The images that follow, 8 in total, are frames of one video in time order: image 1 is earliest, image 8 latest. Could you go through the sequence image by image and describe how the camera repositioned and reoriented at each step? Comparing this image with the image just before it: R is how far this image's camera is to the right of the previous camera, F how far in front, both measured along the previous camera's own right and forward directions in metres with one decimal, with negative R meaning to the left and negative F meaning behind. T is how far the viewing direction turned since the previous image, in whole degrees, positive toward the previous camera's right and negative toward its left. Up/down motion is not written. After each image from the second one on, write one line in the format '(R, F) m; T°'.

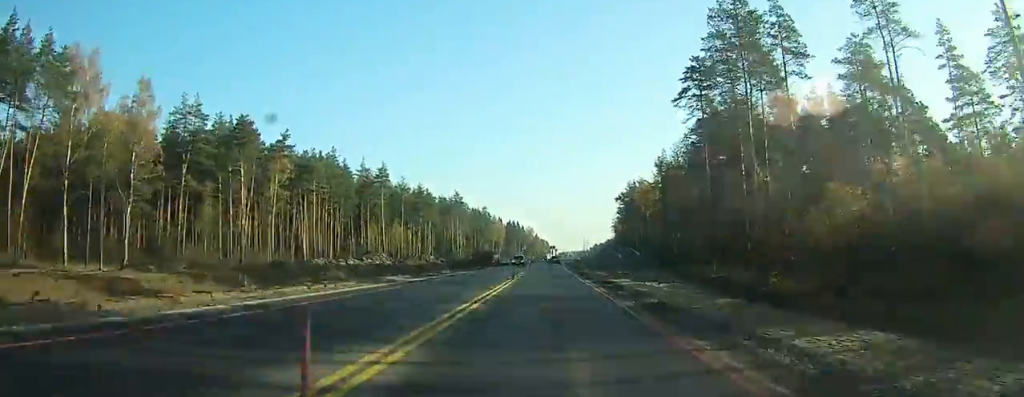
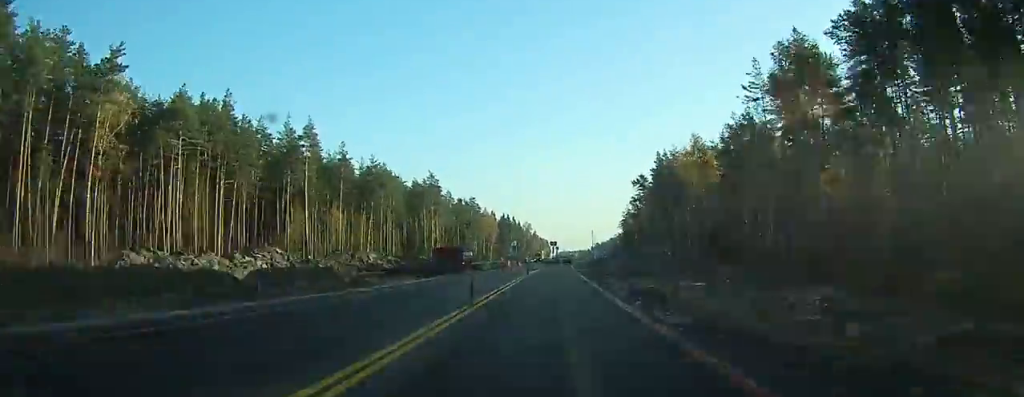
(-0.8, +47.5) m; -1°
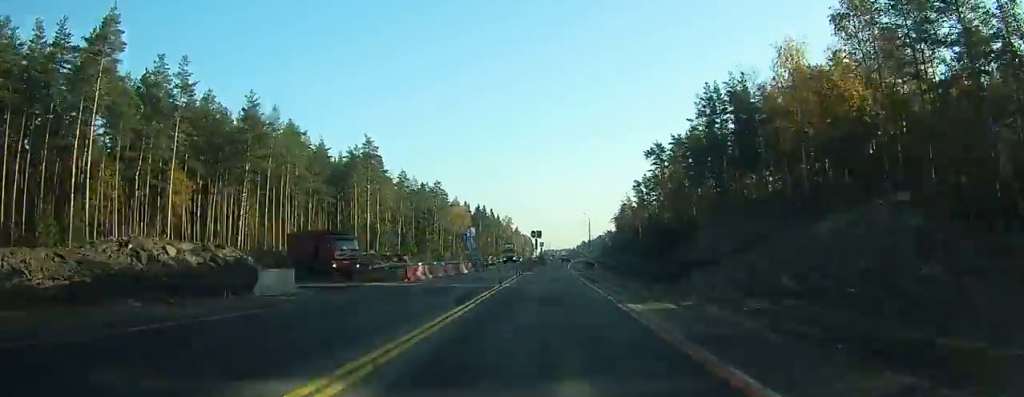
(-0.1, +49.0) m; +1°
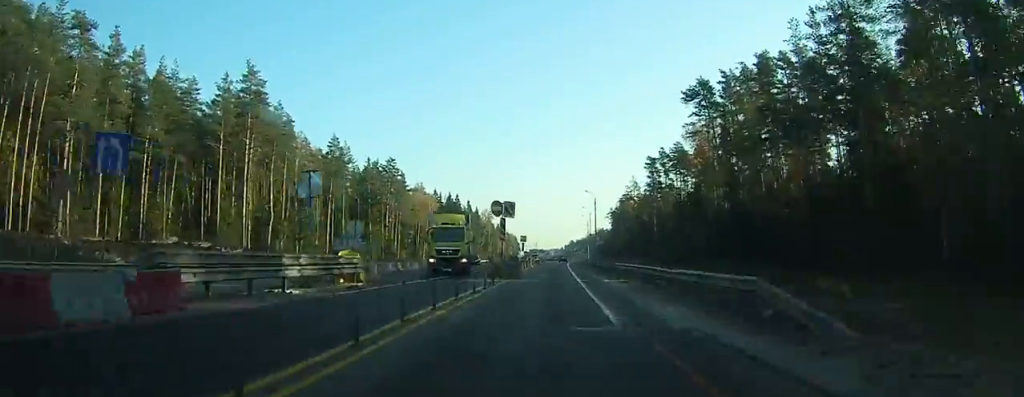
(+0.8, +48.0) m; +2°
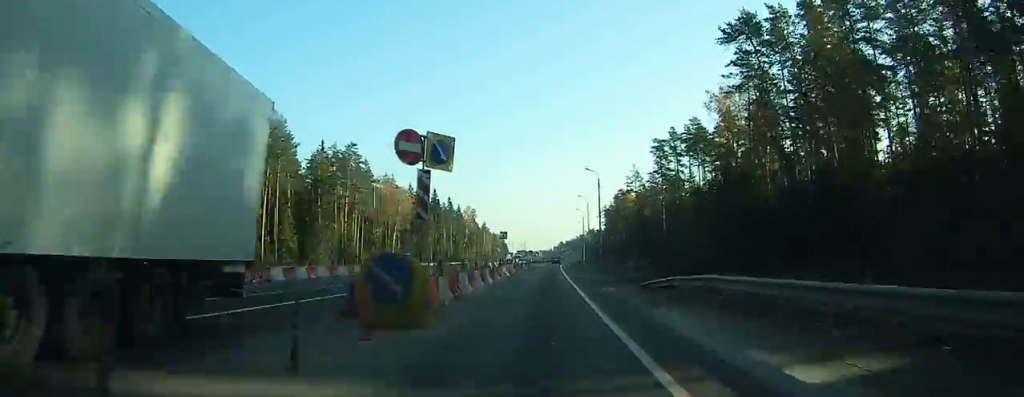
(+0.3, +25.0) m; +1°
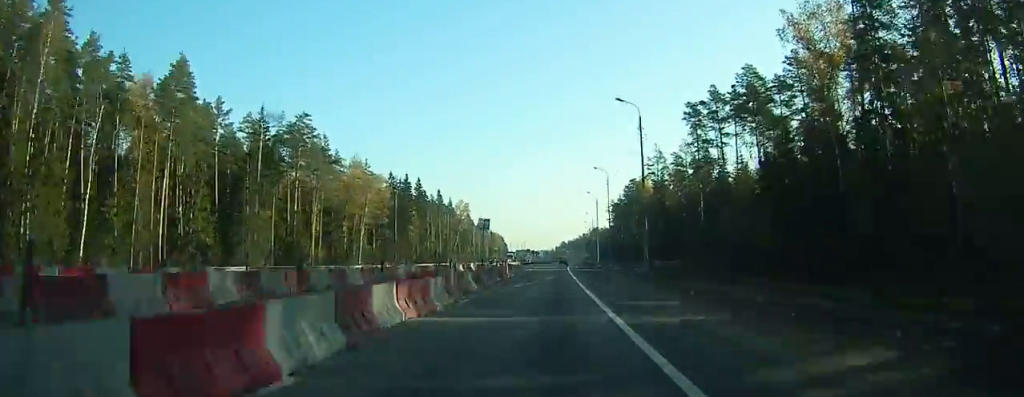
(+0.3, +29.7) m; +1°
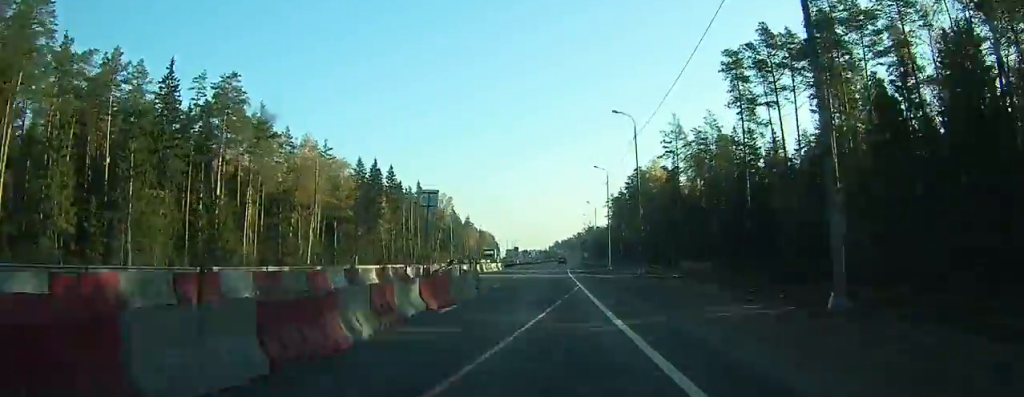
(+0.1, +25.4) m; +1°
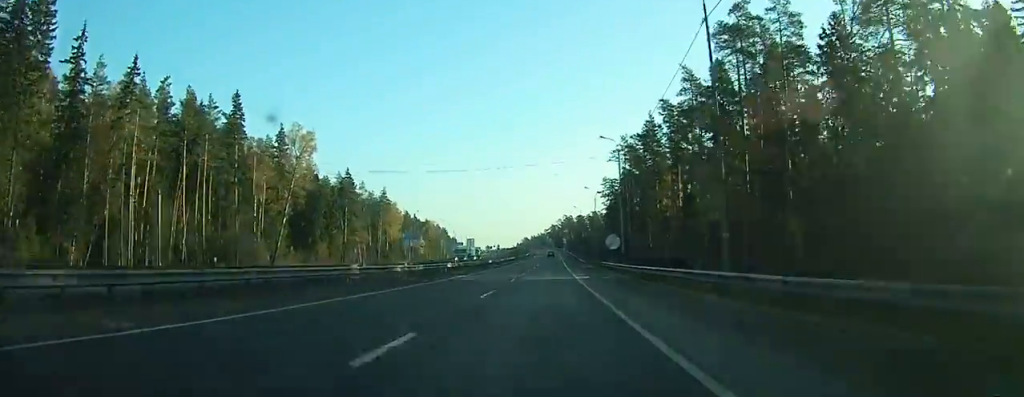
(+2.8, +114.0) m; +3°
